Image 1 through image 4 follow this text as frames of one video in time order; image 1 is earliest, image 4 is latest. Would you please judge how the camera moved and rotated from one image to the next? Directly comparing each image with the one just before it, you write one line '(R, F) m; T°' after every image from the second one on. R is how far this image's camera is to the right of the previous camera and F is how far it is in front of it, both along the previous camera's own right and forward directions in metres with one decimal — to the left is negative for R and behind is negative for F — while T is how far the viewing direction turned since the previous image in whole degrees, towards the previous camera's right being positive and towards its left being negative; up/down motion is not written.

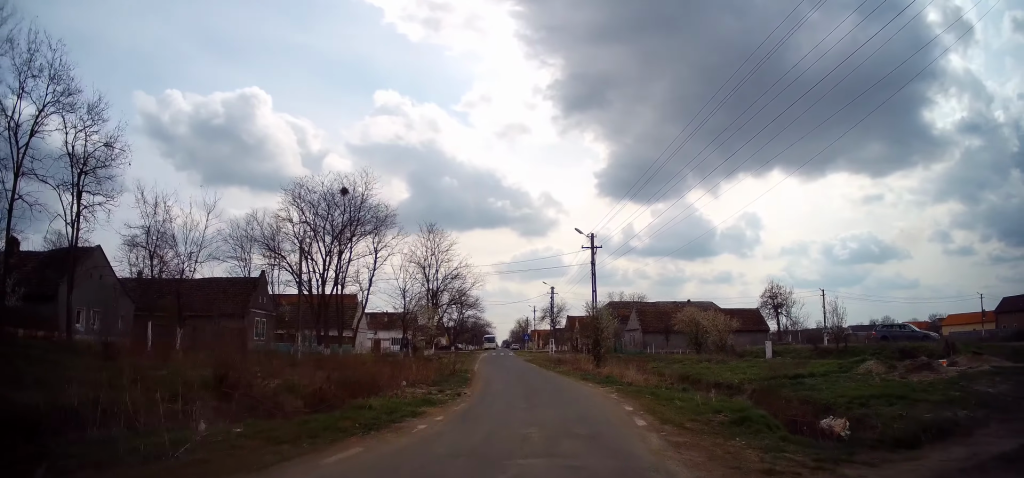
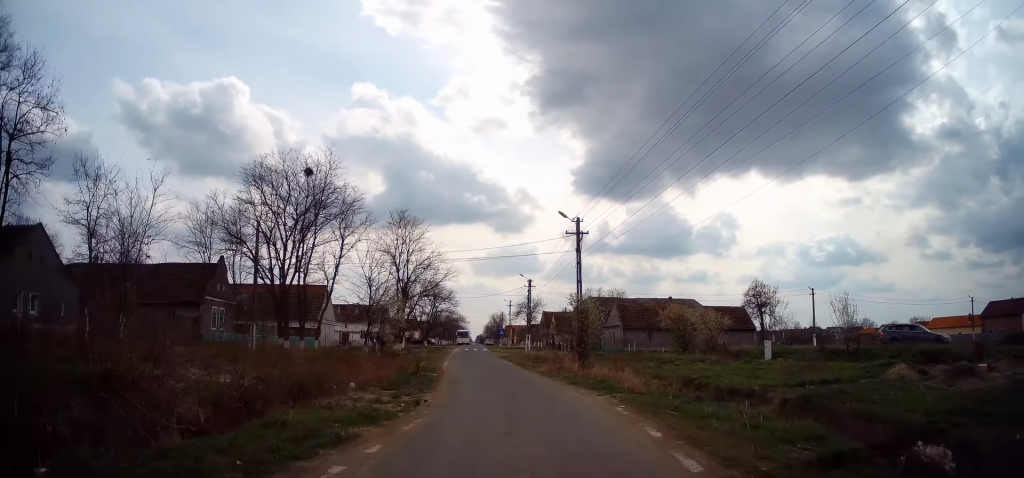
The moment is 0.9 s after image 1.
(0.0, +3.3) m; 0°
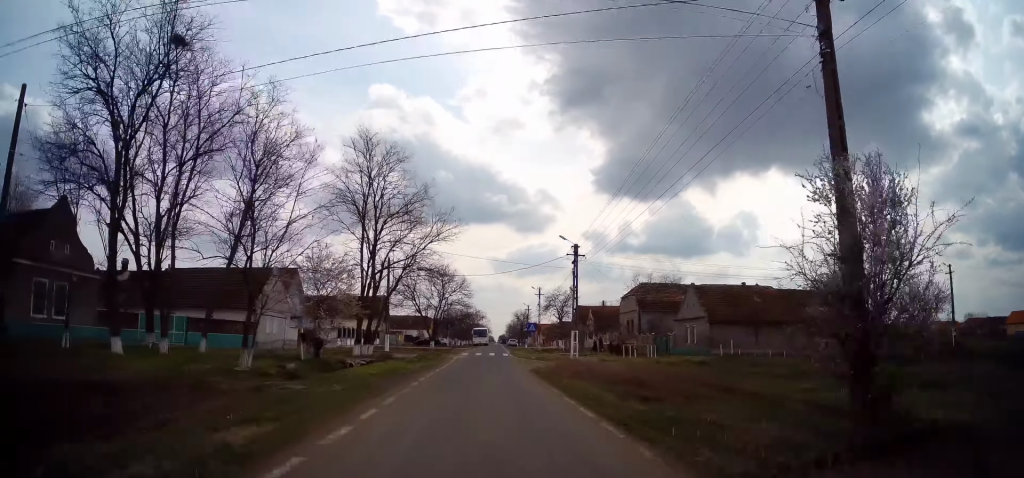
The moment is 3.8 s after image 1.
(+1.2, +18.4) m; +3°
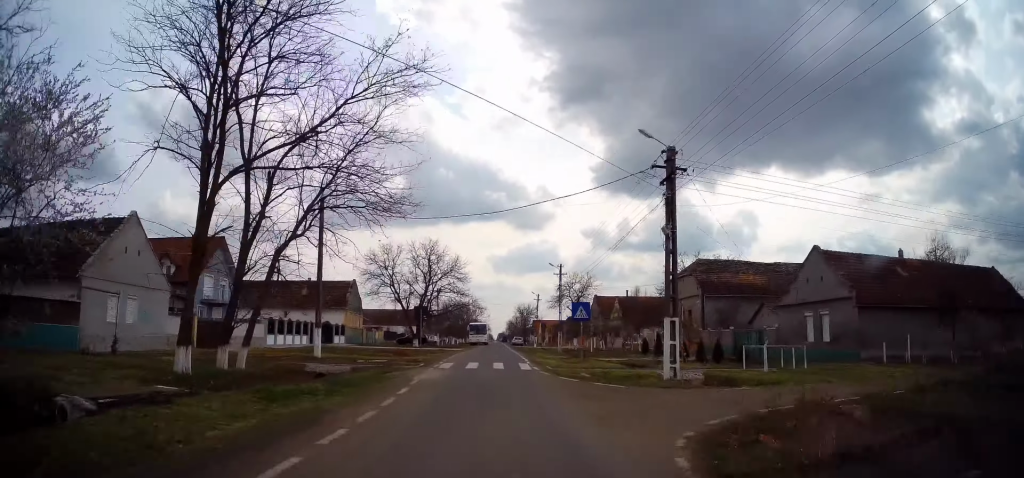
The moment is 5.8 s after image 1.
(-0.8, +18.5) m; -3°
